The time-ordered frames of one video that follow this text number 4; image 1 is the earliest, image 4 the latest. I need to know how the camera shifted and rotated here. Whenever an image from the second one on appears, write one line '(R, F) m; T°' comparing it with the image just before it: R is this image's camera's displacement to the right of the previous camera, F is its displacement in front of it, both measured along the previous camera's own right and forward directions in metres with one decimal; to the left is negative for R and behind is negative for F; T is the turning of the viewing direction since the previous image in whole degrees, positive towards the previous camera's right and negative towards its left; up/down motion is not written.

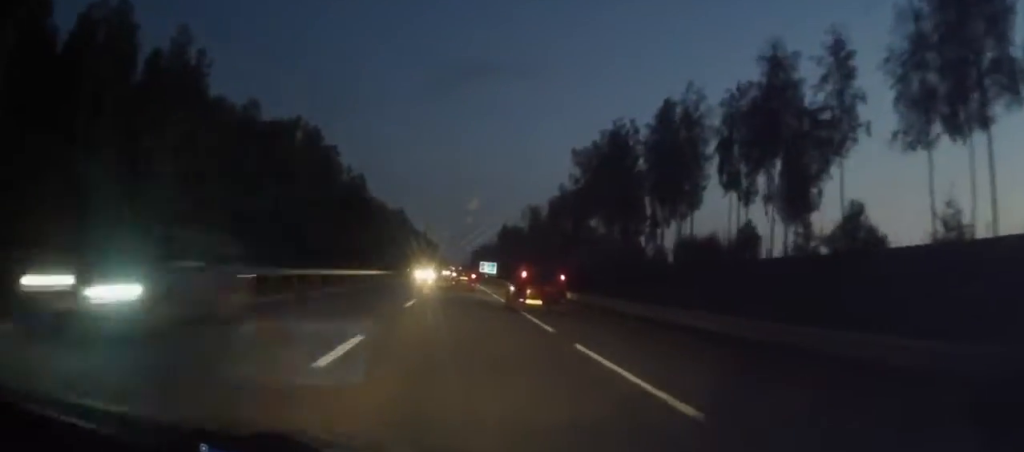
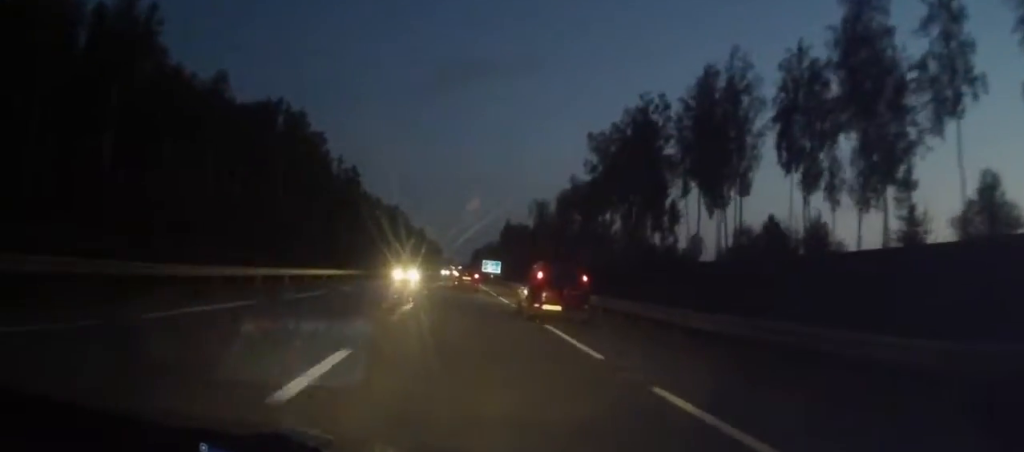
(-0.1, +13.3) m; 0°
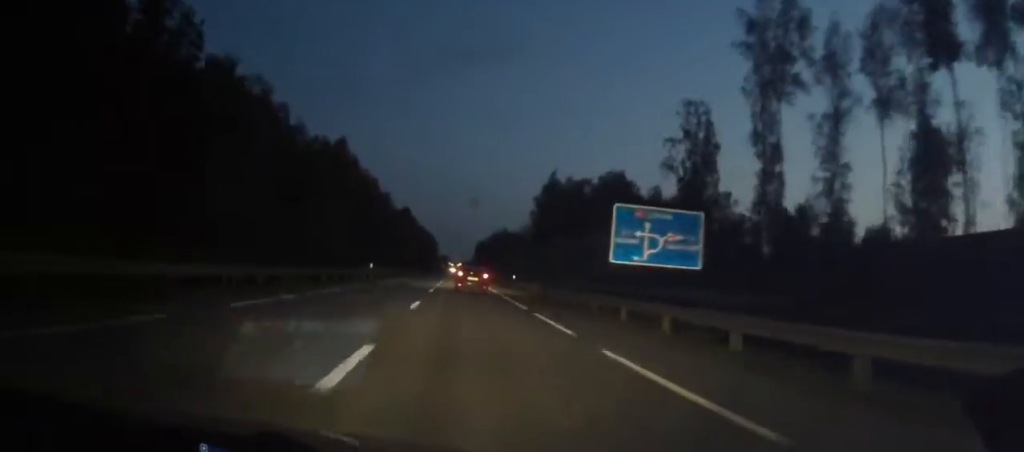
(-0.6, +131.6) m; 0°
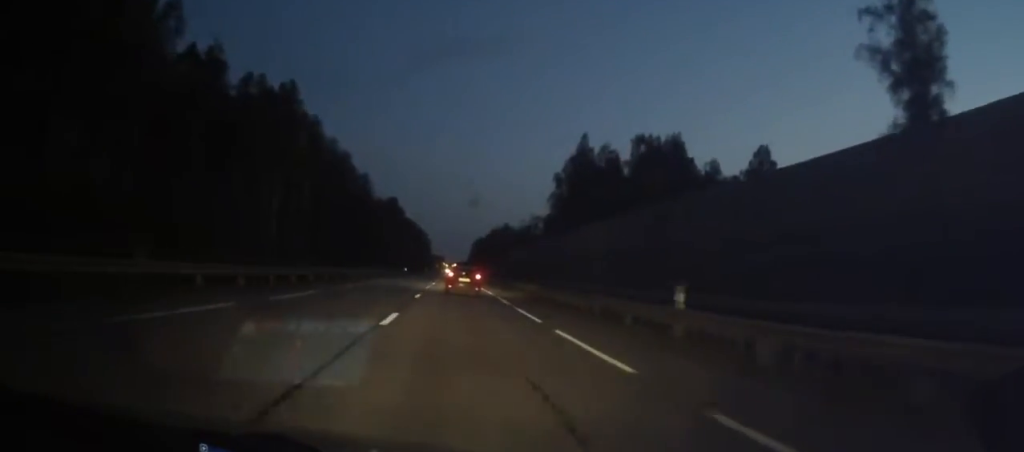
(+0.2, +41.6) m; +1°
